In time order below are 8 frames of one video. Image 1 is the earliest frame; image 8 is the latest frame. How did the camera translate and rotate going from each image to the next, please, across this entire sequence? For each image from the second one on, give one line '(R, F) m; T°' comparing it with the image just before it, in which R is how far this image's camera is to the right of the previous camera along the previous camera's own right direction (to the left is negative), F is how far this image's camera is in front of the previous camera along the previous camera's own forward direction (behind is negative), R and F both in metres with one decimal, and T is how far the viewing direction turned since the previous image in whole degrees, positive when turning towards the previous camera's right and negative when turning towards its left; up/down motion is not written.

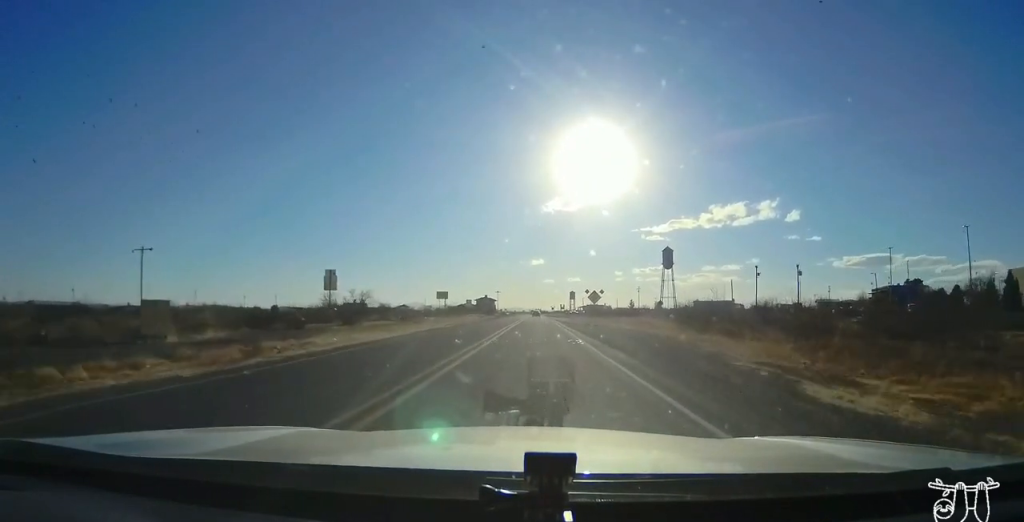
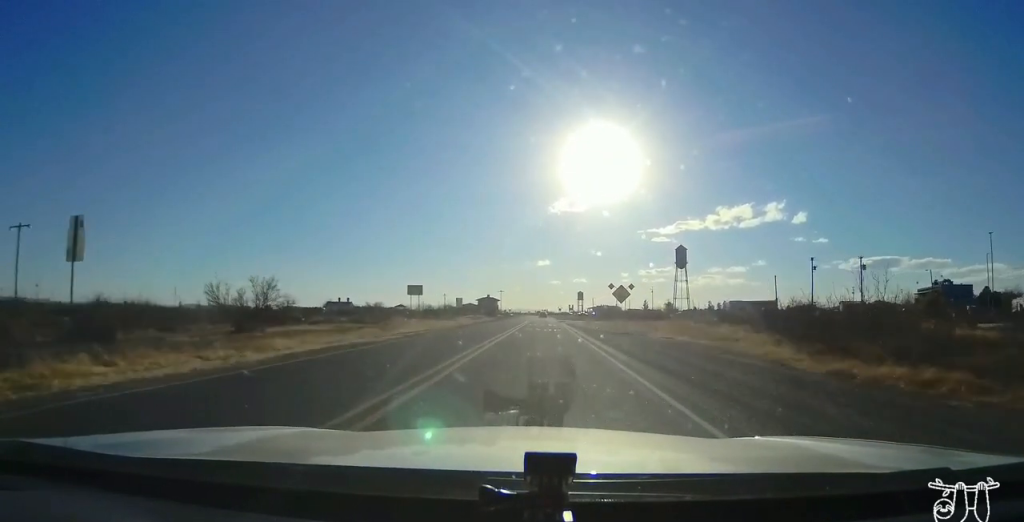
(-0.3, +18.4) m; +1°
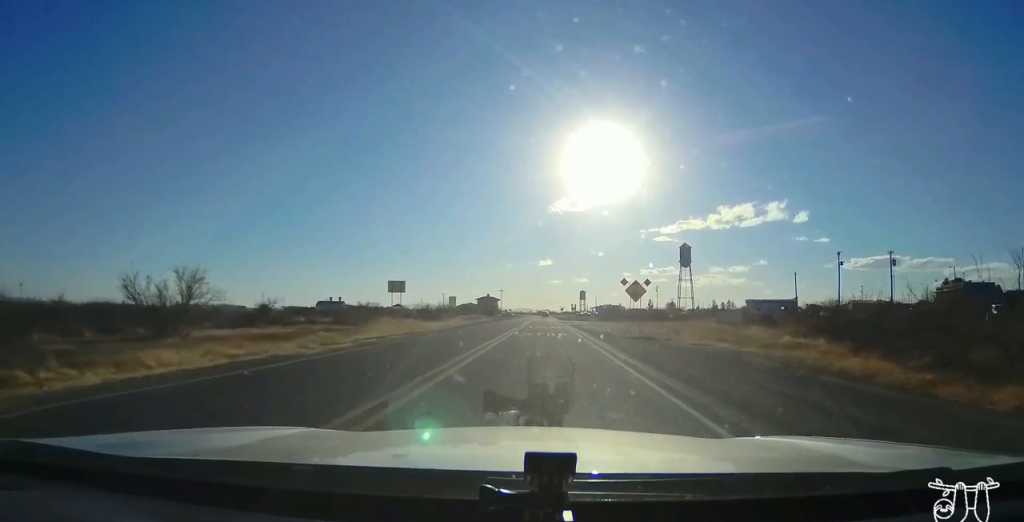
(+0.3, +7.0) m; +1°
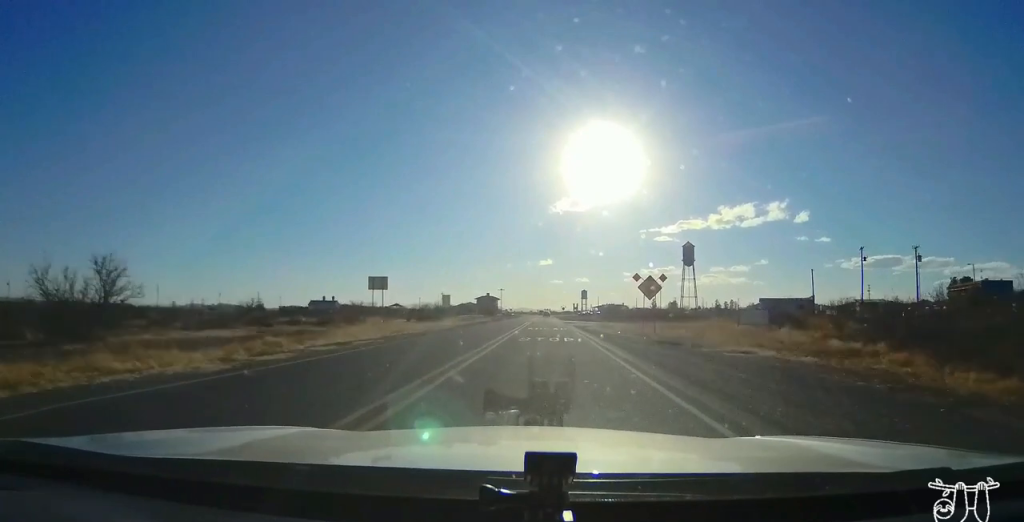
(-0.2, +5.4) m; 0°
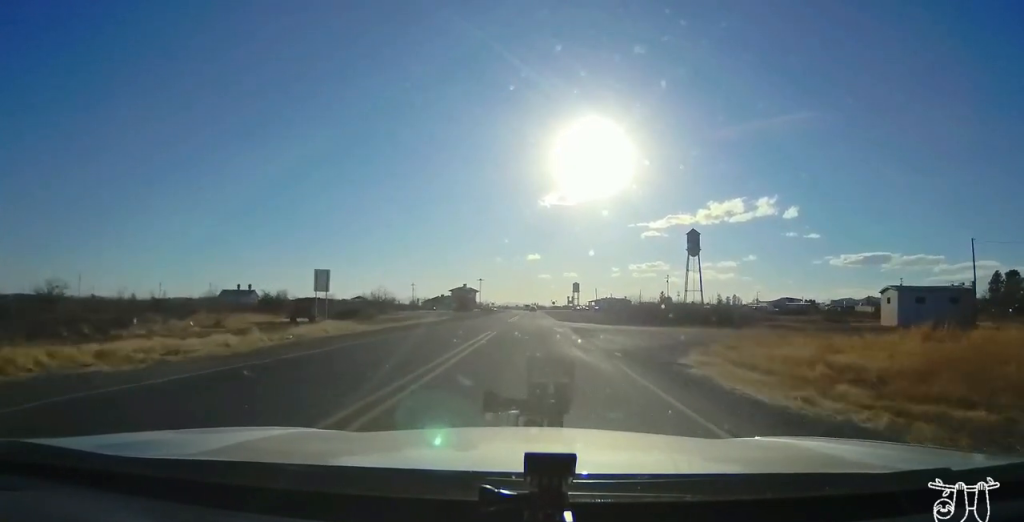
(+0.1, +35.4) m; -1°
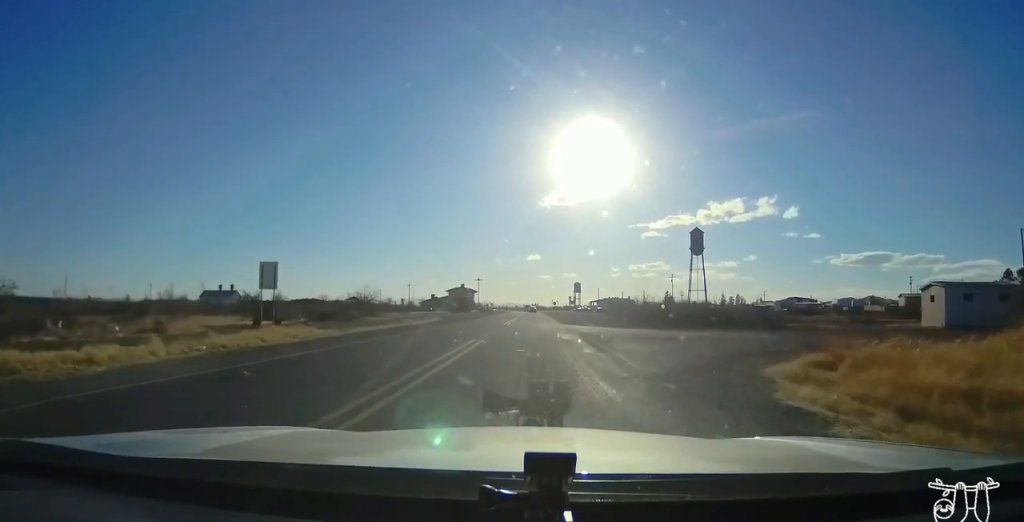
(-0.2, +6.6) m; 0°
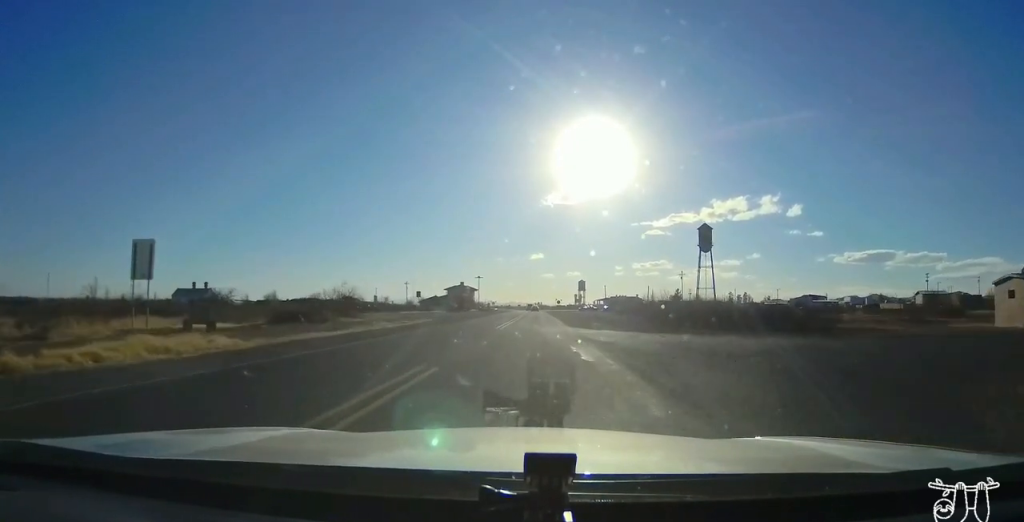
(-0.1, +9.3) m; 0°
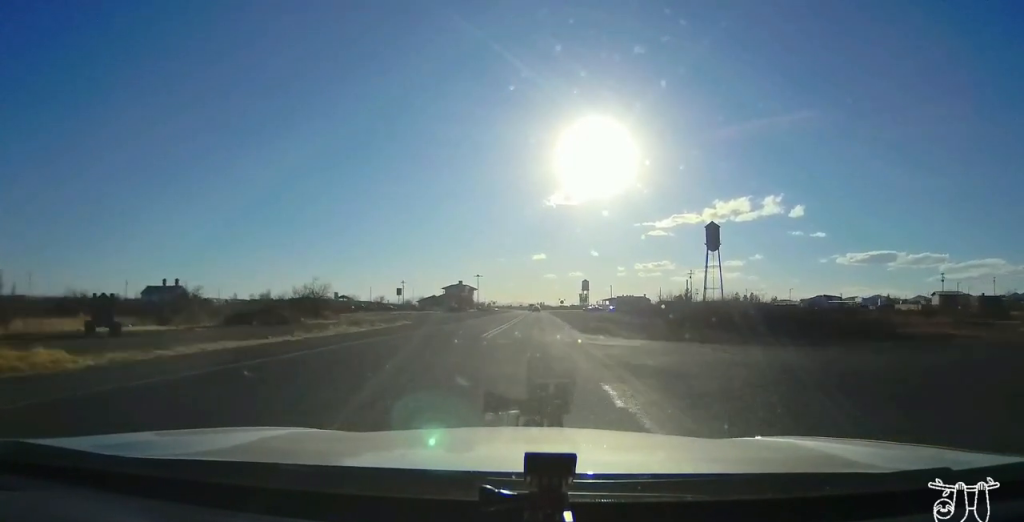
(+0.1, +8.6) m; +1°
